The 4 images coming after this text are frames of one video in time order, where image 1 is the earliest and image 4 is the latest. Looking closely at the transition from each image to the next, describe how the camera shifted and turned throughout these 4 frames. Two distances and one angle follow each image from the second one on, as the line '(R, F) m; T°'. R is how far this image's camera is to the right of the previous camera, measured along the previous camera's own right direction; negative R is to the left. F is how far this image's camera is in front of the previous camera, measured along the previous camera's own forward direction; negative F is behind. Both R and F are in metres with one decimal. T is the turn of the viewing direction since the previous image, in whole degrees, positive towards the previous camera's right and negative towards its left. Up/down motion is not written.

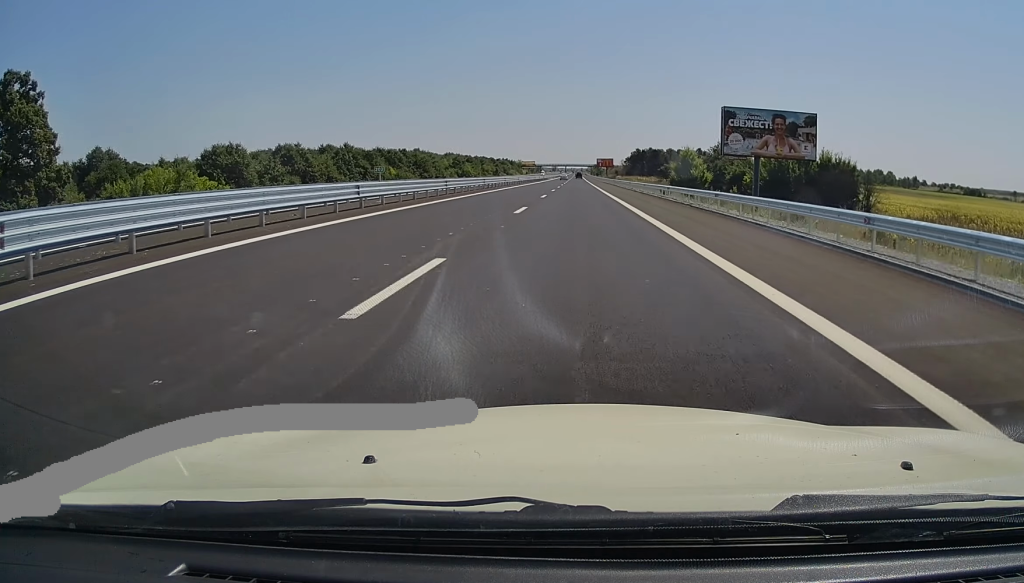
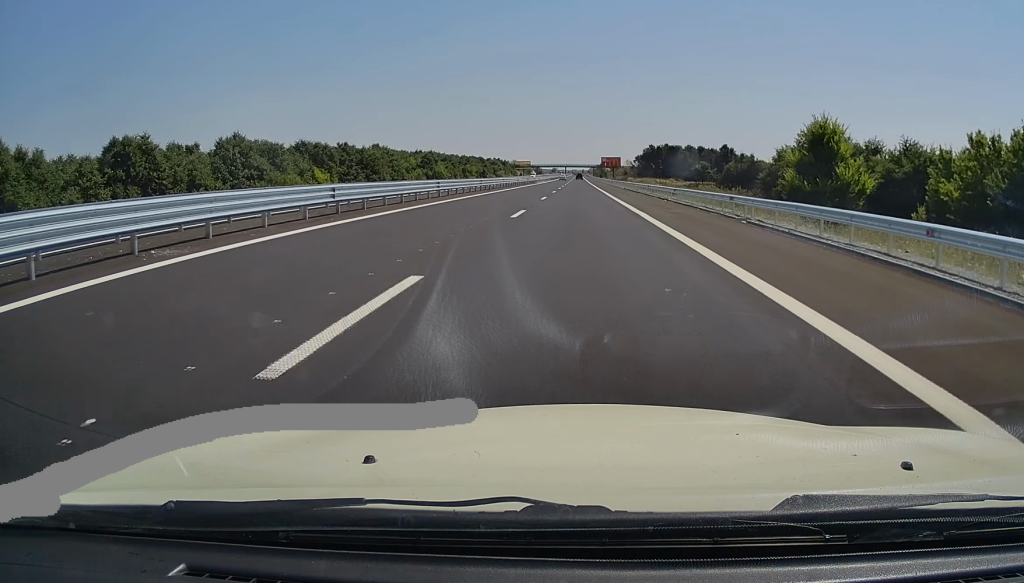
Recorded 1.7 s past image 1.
(-0.3, +50.6) m; -1°
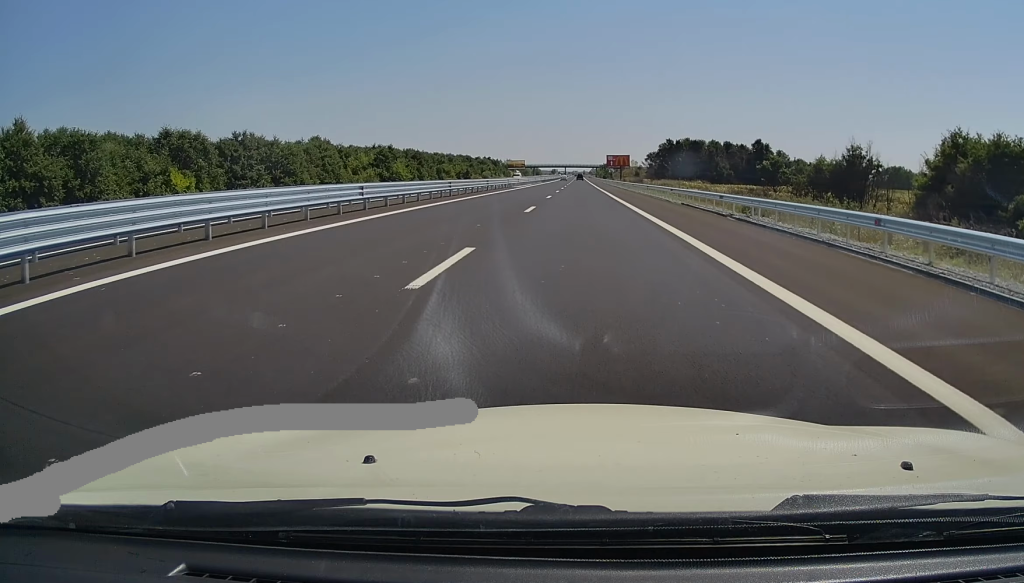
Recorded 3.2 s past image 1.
(+0.1, +45.6) m; +1°
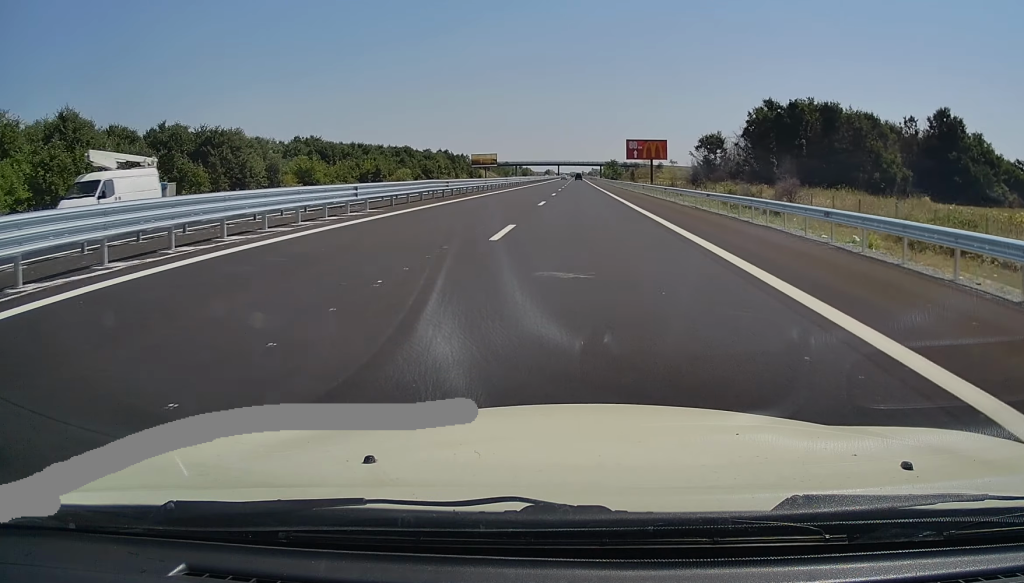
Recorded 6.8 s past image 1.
(-0.7, +107.9) m; 0°
